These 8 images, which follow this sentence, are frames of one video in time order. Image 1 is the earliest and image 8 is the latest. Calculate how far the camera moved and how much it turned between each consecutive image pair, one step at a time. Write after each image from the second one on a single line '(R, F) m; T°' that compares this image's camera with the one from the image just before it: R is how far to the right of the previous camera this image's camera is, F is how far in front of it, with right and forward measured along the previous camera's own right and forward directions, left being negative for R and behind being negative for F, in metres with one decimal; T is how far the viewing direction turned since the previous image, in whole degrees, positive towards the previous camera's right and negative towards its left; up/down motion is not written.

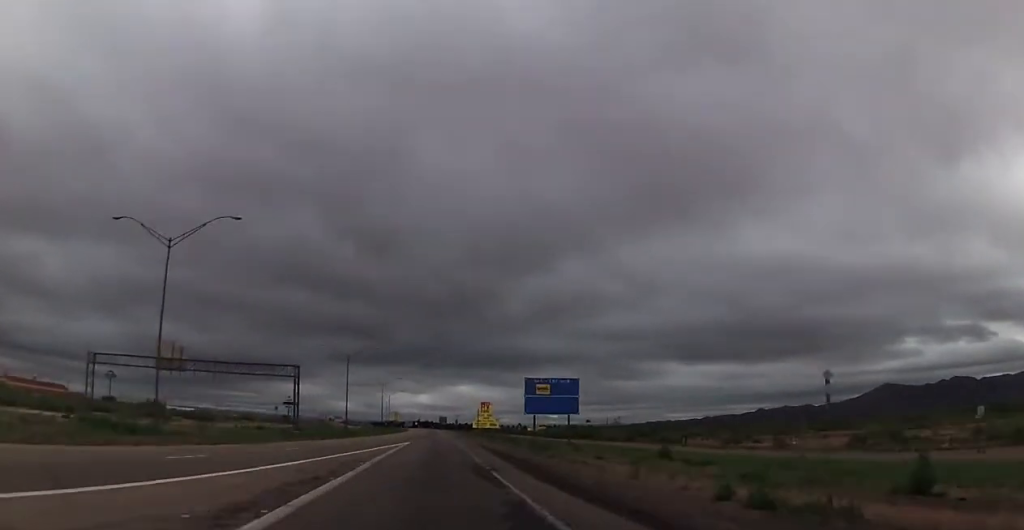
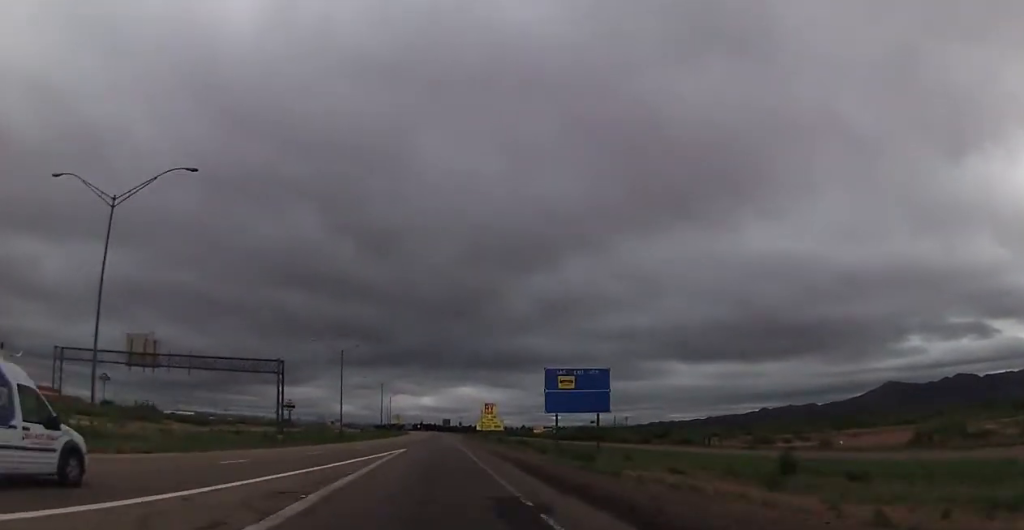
(-0.1, +9.9) m; +1°
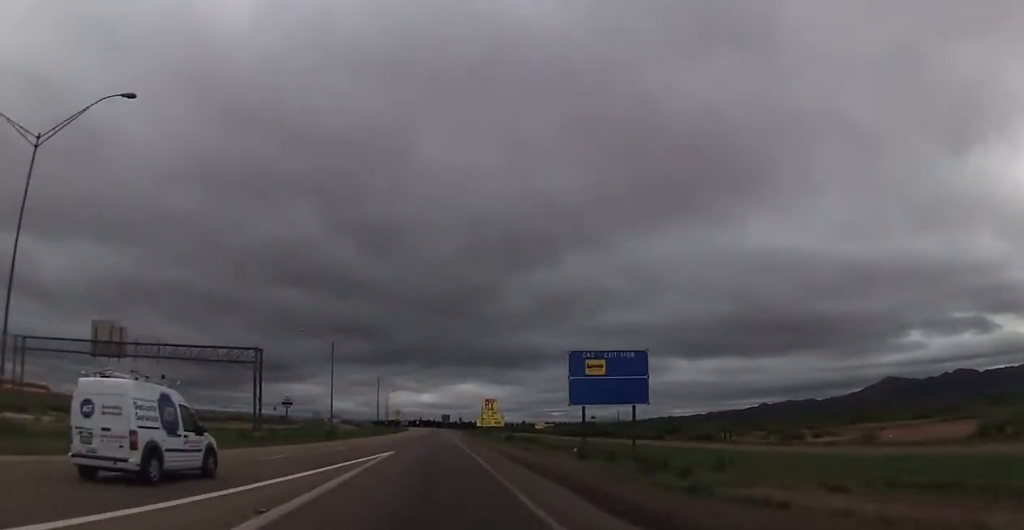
(+0.2, +9.2) m; 0°
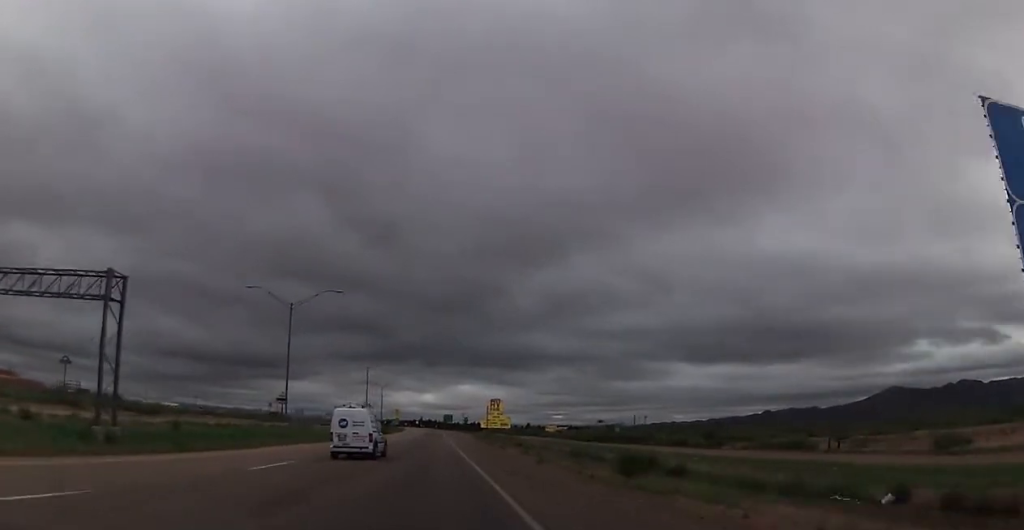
(-0.2, +30.9) m; -1°
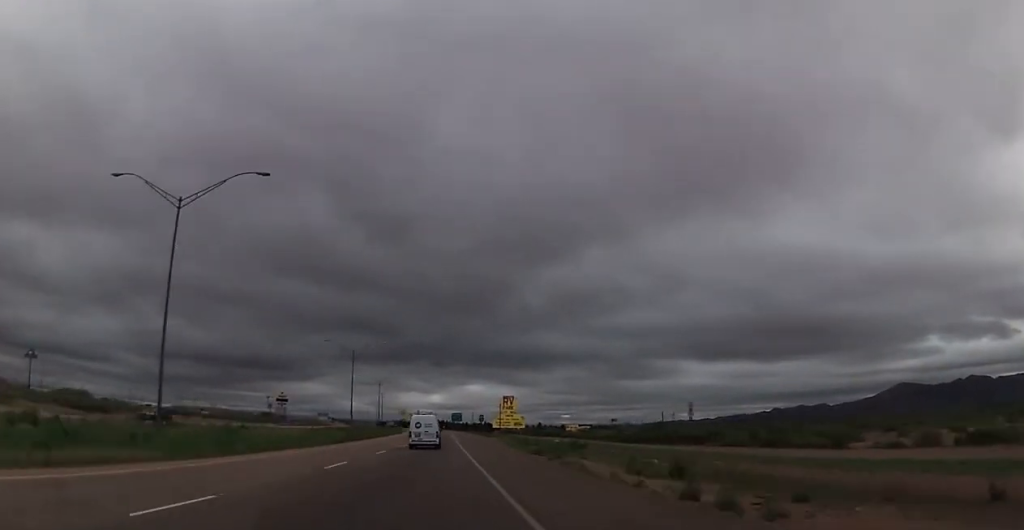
(+0.3, +34.5) m; 0°
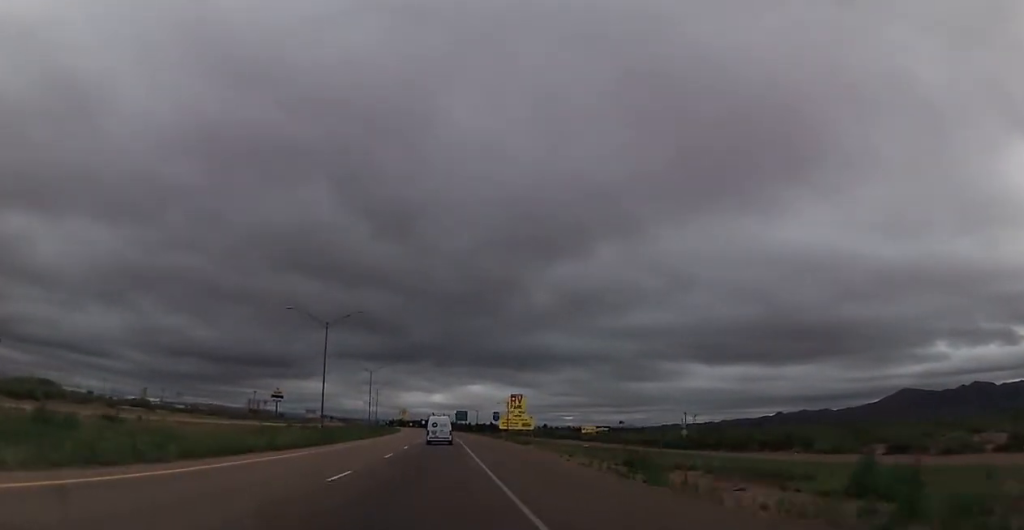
(-0.6, +28.7) m; 0°
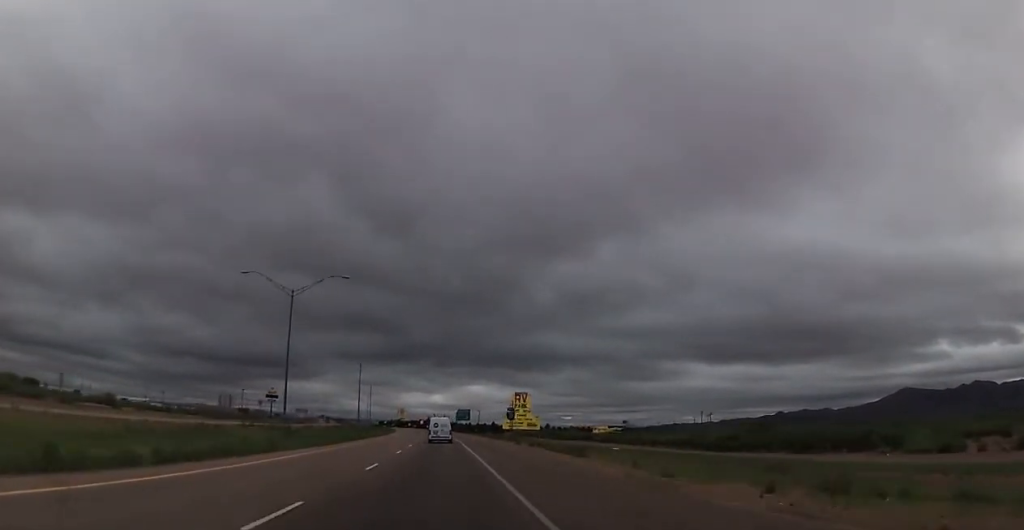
(+0.6, +19.8) m; +1°
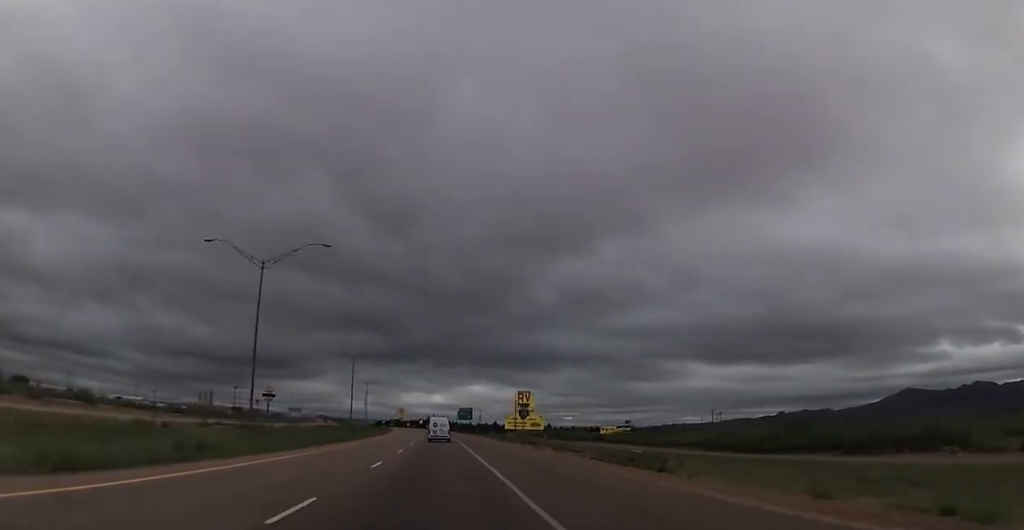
(+0.1, +11.3) m; 0°
